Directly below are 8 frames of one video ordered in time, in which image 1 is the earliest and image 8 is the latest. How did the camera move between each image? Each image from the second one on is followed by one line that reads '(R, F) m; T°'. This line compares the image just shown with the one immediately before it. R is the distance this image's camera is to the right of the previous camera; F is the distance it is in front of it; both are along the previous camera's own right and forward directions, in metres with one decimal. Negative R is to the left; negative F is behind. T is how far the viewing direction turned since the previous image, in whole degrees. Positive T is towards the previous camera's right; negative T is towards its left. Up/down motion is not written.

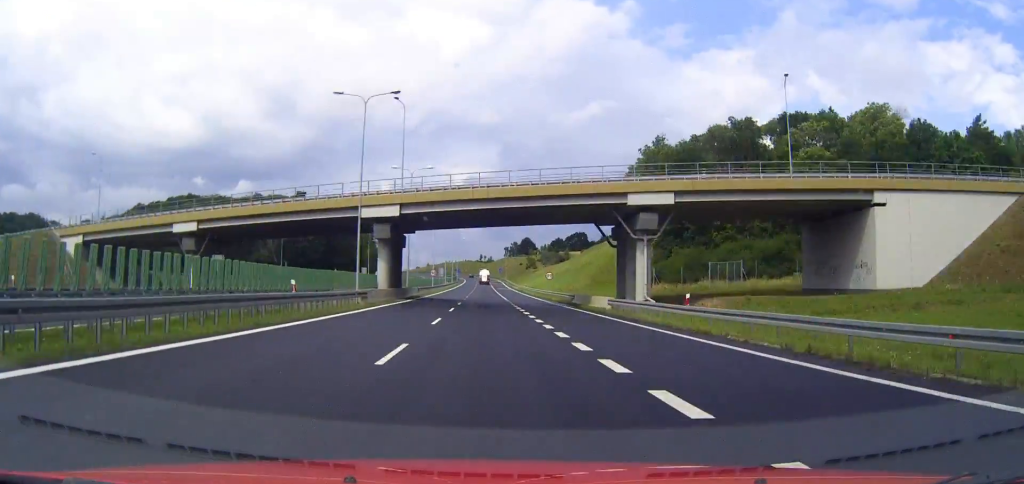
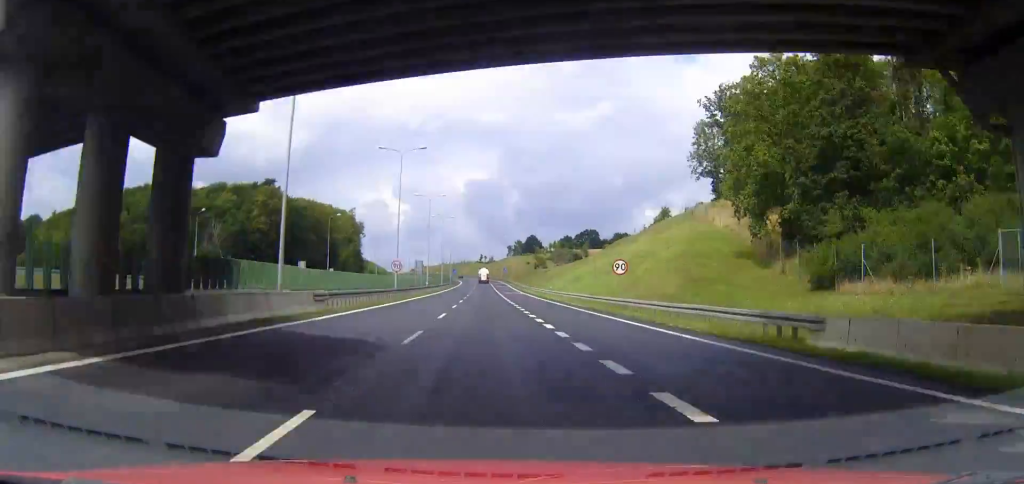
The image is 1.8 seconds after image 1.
(-0.3, +45.1) m; 0°
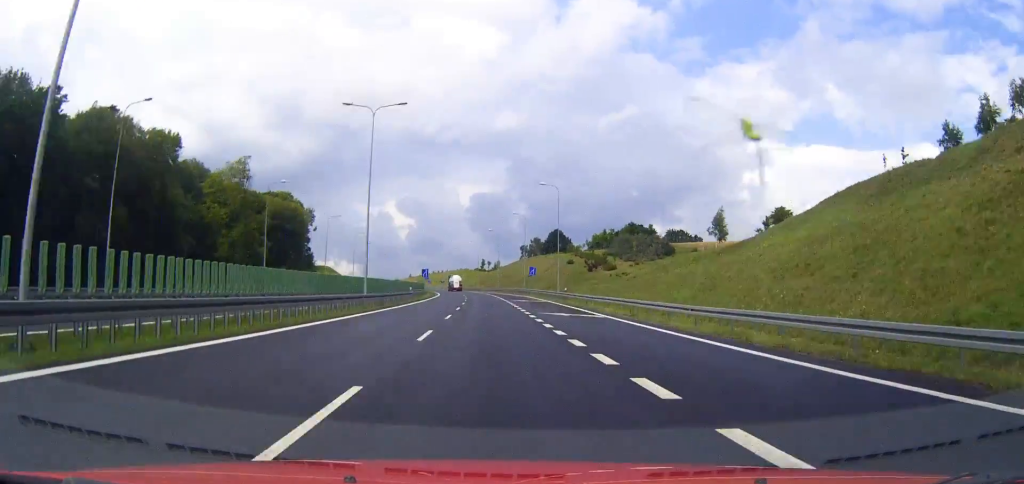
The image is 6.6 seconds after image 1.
(+0.8, +115.3) m; 0°
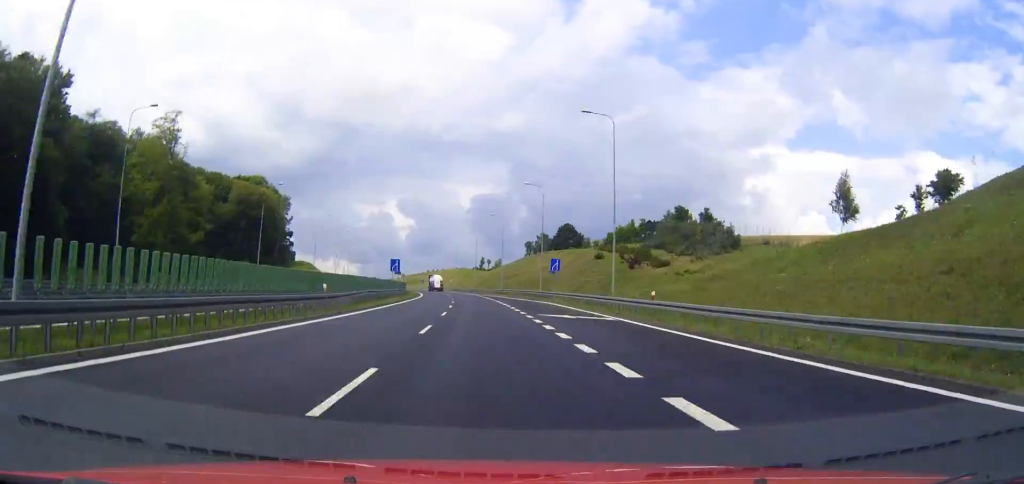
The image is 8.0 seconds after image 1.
(+0.2, +32.5) m; -1°
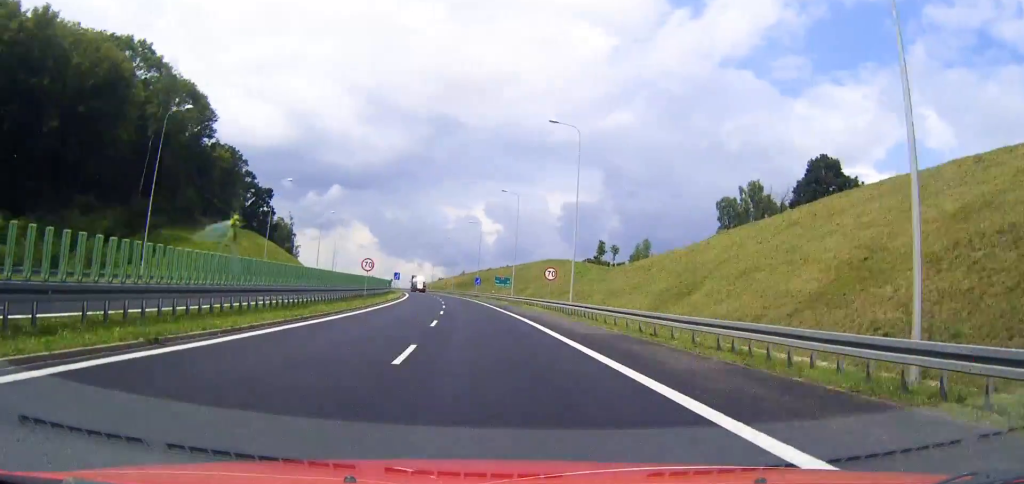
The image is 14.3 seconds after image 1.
(-7.5, +135.5) m; -7°
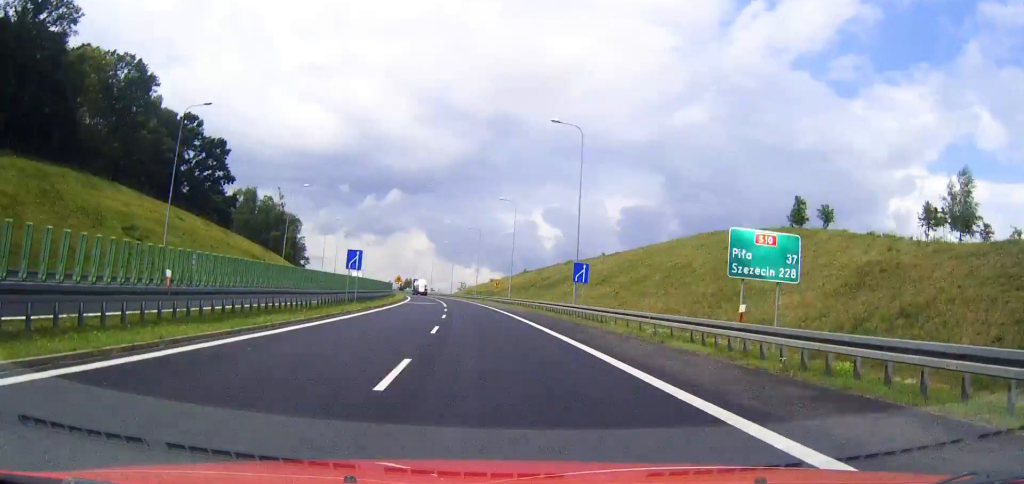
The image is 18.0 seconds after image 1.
(-3.1, +73.8) m; -4°
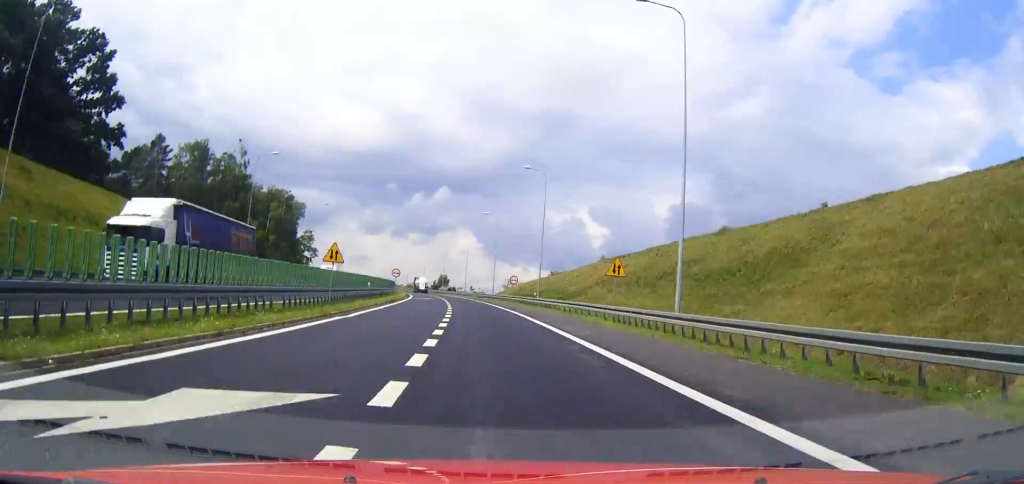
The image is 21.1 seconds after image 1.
(-1.9, +60.2) m; -3°
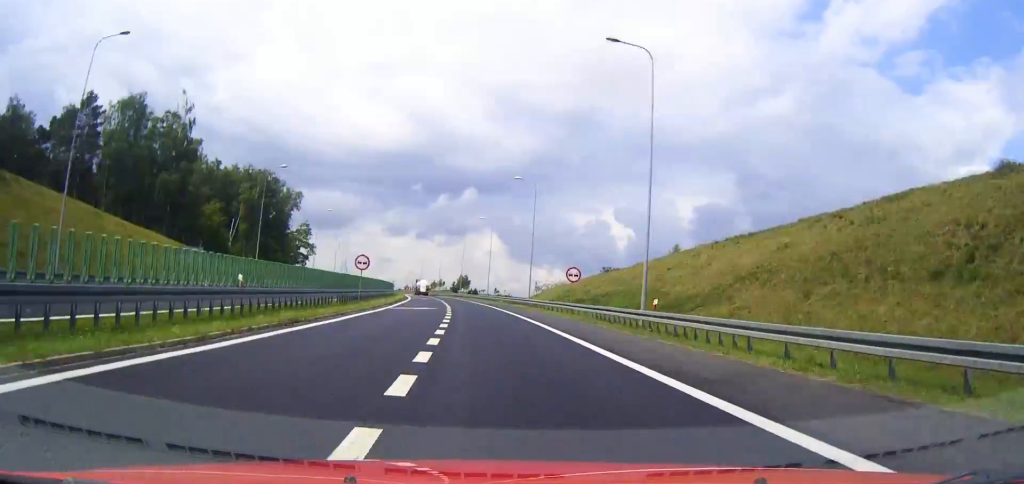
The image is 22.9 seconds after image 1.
(-0.3, +34.6) m; -2°
